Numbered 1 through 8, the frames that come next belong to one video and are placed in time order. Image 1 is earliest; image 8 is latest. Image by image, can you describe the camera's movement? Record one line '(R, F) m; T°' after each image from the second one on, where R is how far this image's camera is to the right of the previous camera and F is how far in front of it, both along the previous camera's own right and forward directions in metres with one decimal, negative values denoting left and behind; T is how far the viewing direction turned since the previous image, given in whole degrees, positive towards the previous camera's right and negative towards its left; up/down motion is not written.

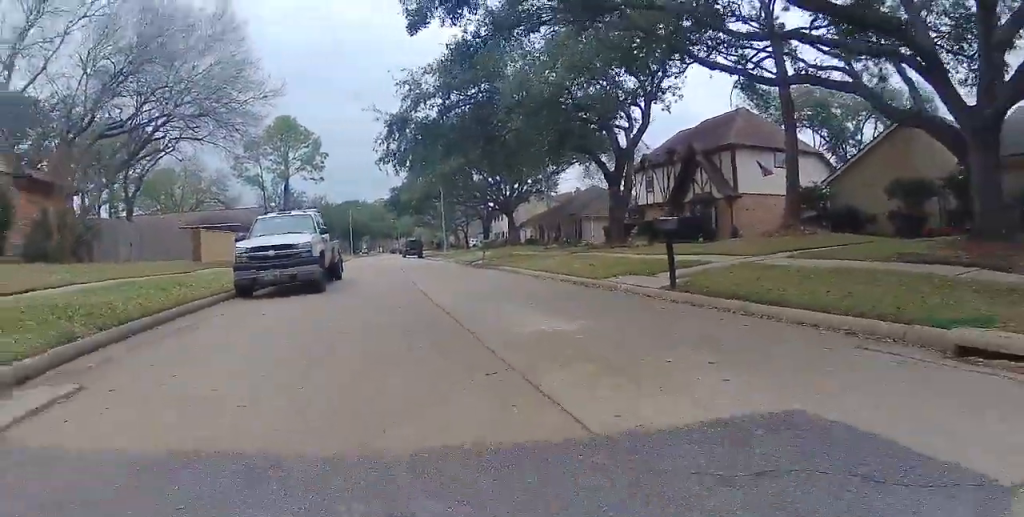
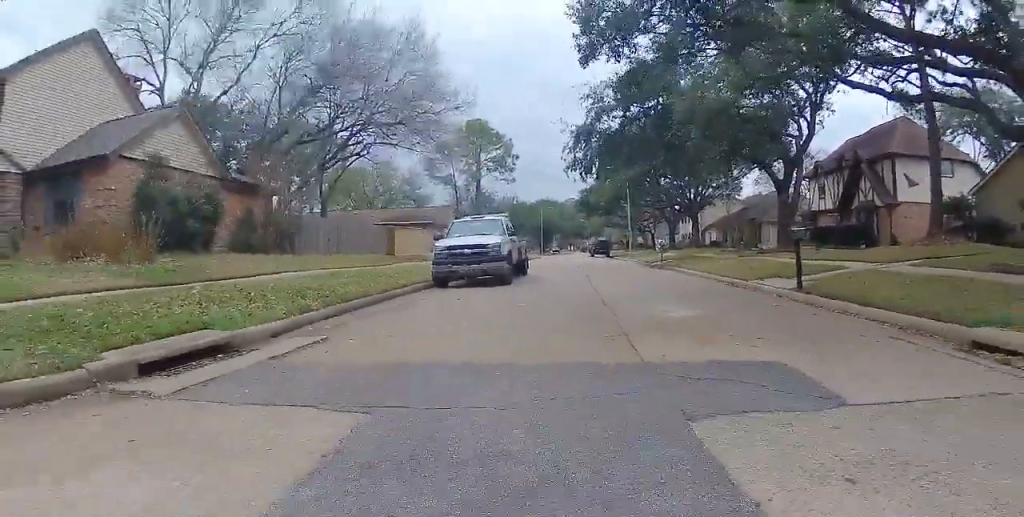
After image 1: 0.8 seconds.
(0.0, +2.3) m; -1°
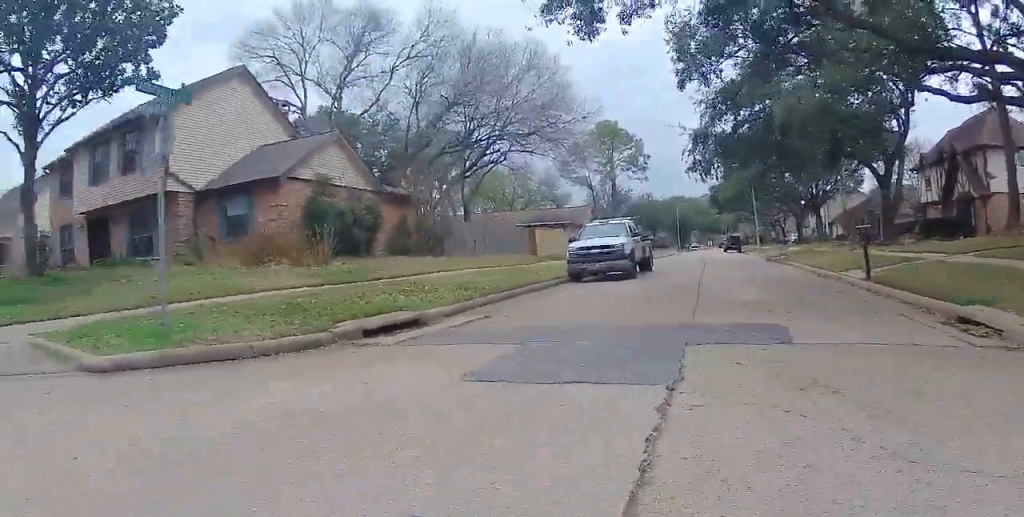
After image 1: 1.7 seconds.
(-0.1, +2.6) m; -16°
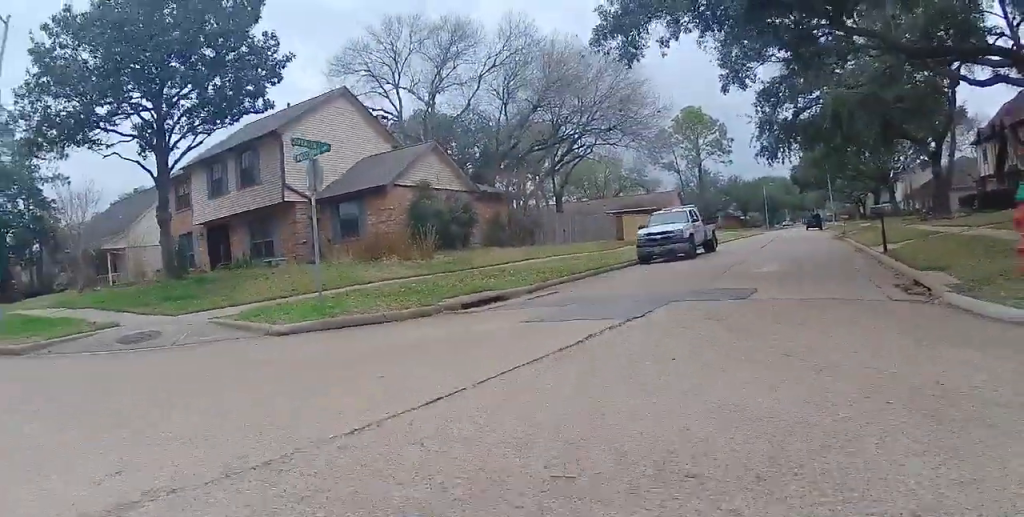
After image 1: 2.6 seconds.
(-0.6, +2.5) m; -23°
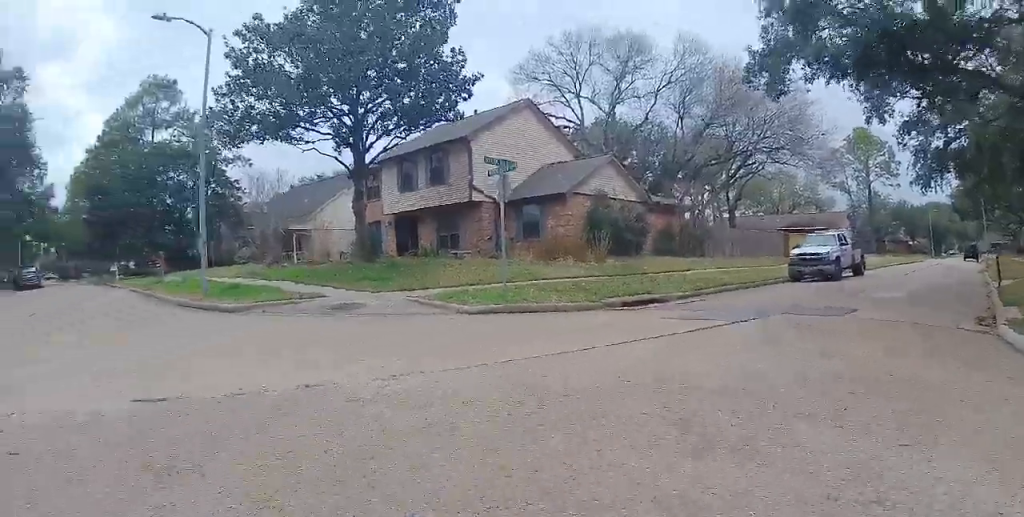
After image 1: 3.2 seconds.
(-0.3, +1.9) m; -14°
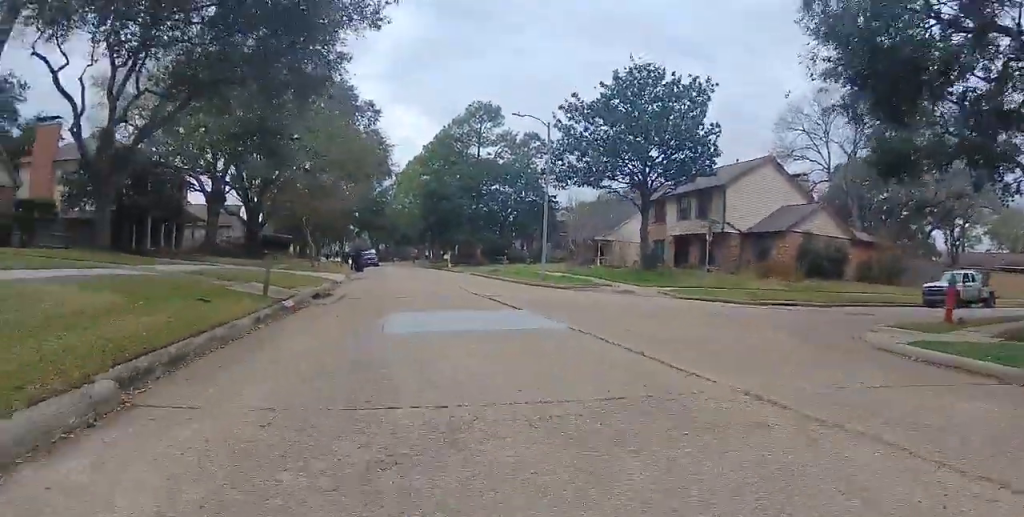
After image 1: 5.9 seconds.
(-2.6, +10.1) m; -17°
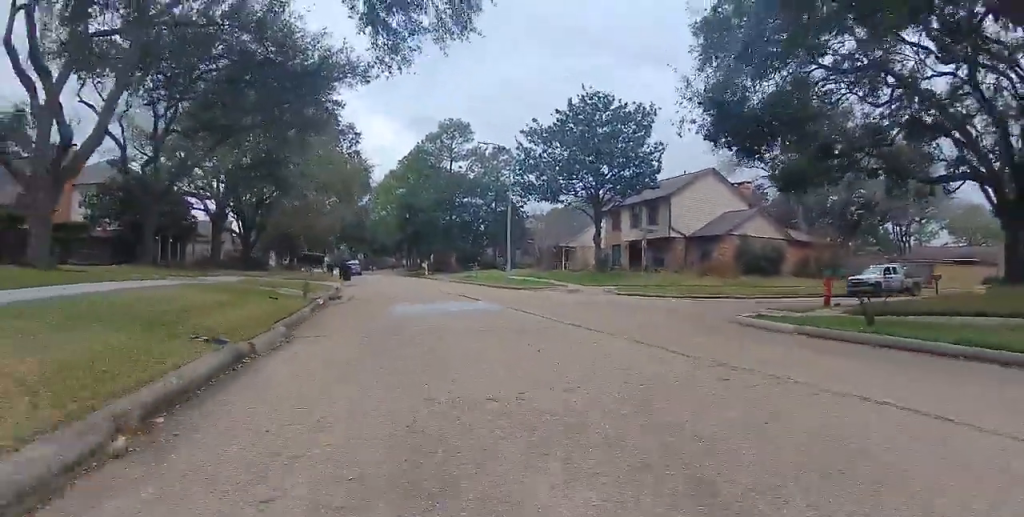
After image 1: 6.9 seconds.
(0.0, +4.9) m; -7°
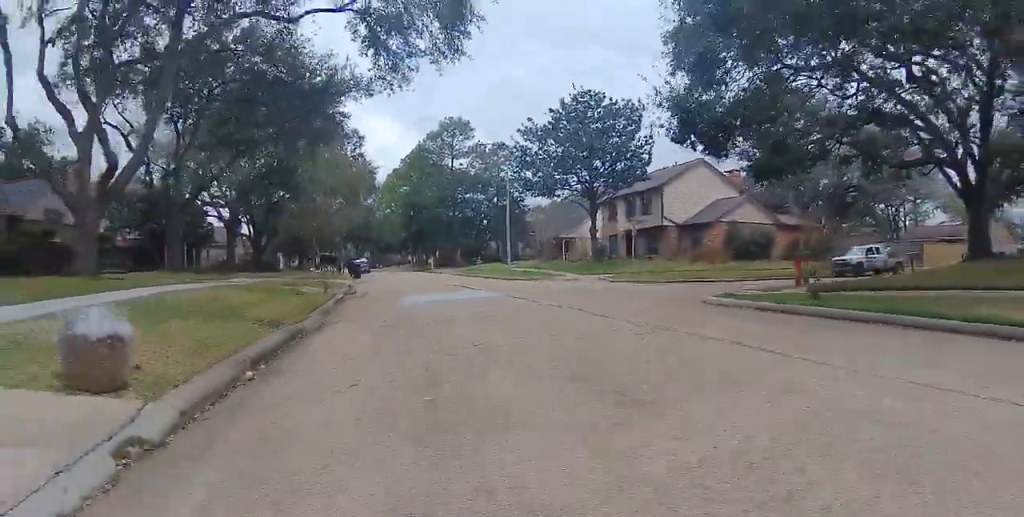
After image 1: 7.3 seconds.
(-0.2, +2.0) m; -3°
